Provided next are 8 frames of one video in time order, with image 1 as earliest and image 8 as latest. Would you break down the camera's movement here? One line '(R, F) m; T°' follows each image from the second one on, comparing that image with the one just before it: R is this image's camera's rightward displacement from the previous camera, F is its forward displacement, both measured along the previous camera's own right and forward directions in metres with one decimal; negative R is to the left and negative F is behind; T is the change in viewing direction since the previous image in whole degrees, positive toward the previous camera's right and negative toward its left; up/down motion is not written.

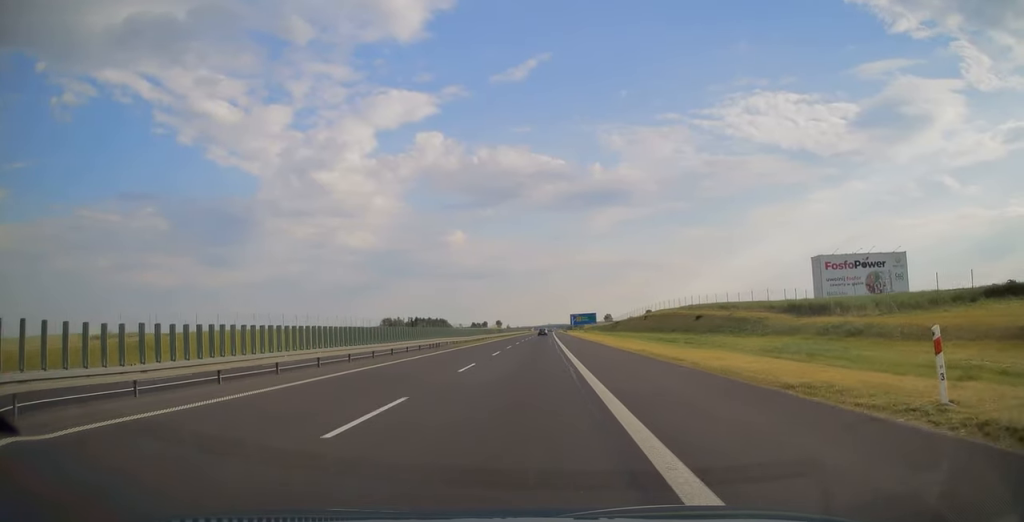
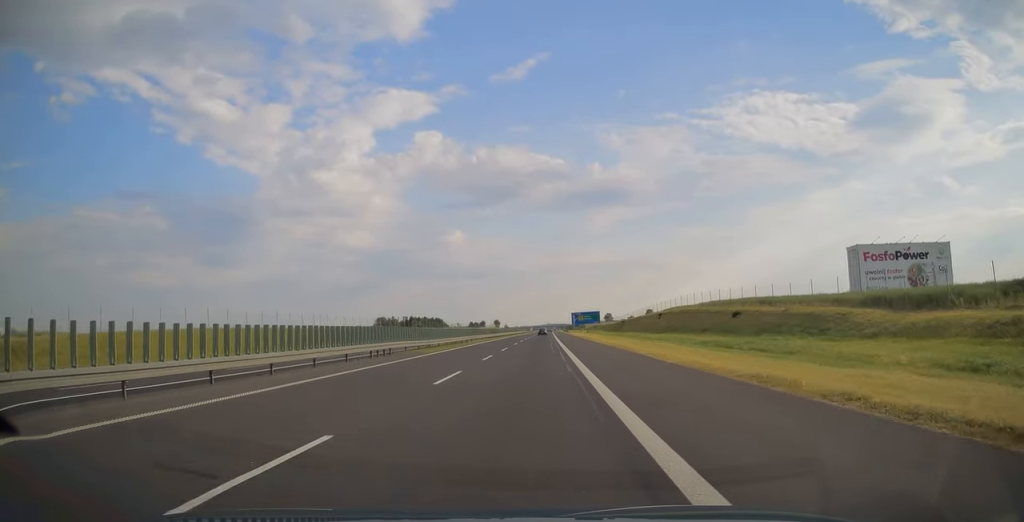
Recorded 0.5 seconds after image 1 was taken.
(0.0, +16.4) m; 0°
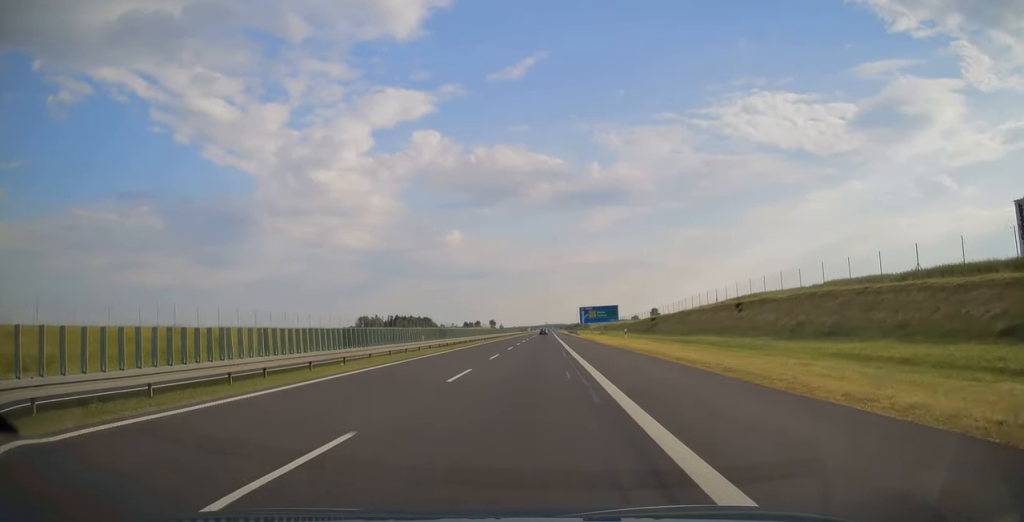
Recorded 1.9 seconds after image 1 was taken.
(+0.1, +47.0) m; 0°
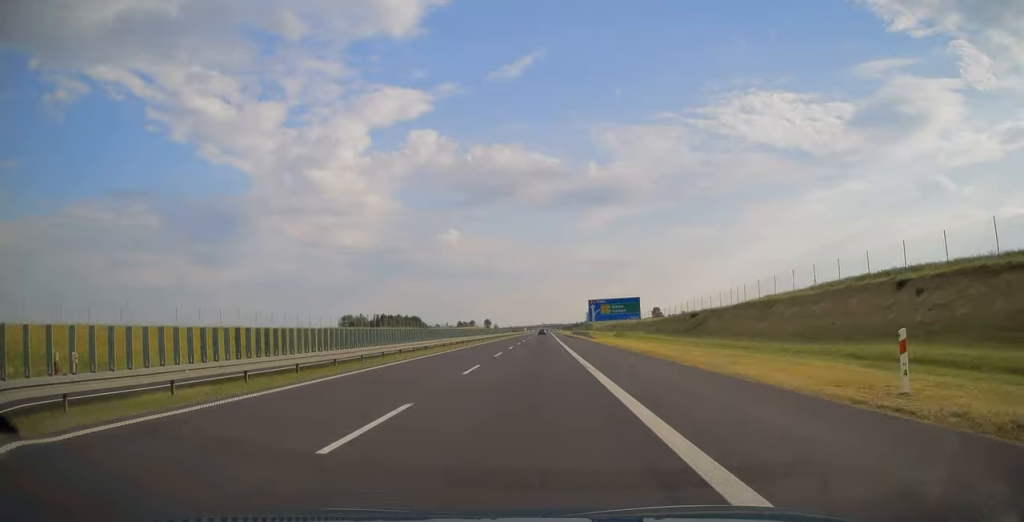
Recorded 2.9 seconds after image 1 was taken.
(+0.1, +33.3) m; 0°
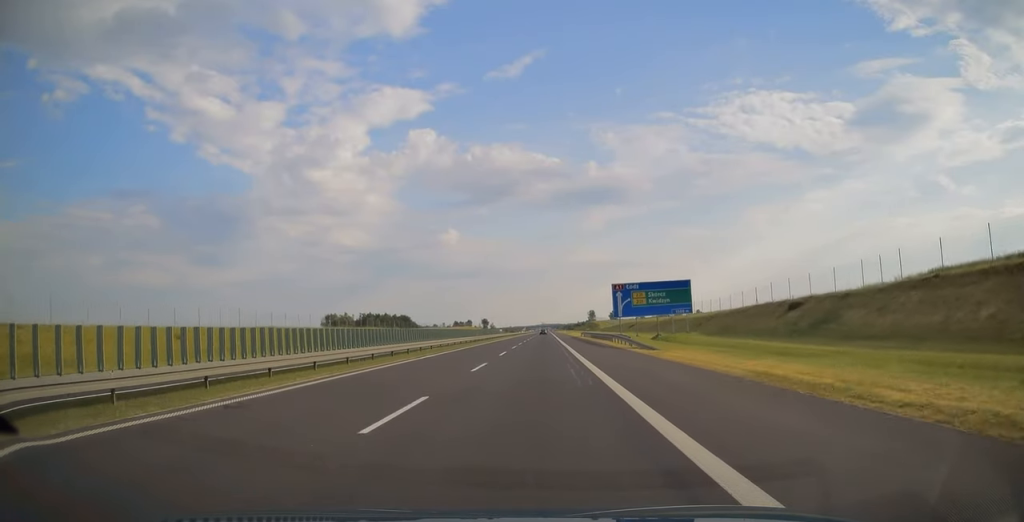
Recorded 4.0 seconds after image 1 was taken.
(0.0, +34.5) m; 0°
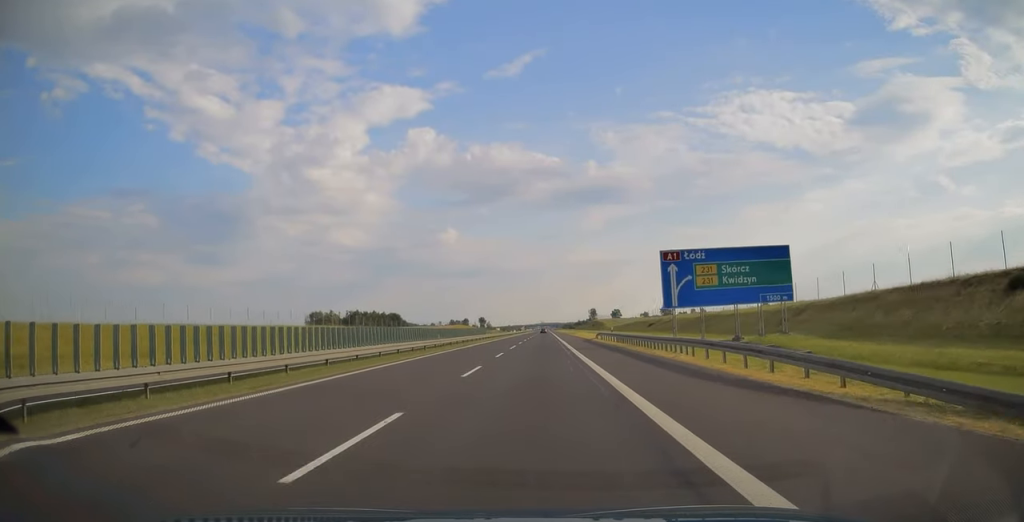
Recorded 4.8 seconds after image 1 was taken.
(0.0, +26.9) m; 0°
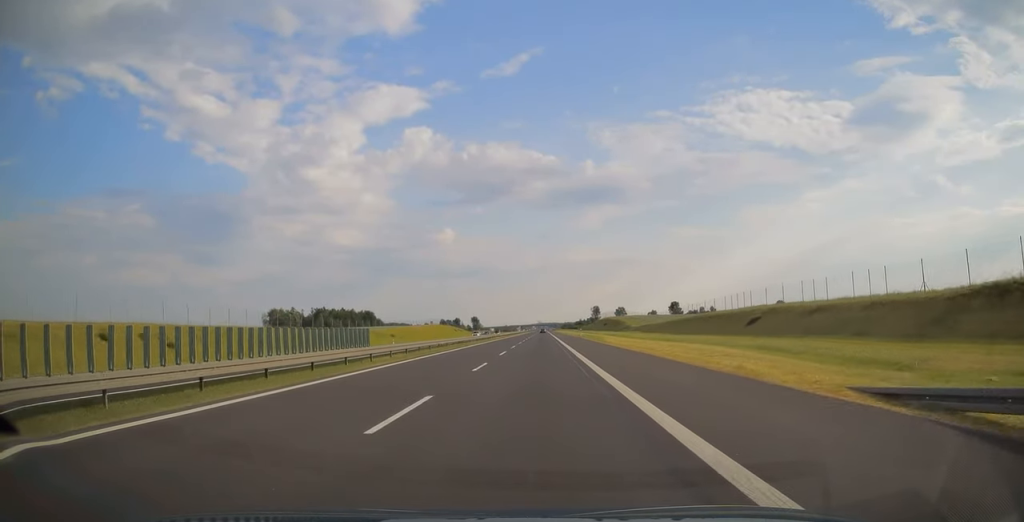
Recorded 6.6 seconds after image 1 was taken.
(+0.1, +57.4) m; 0°
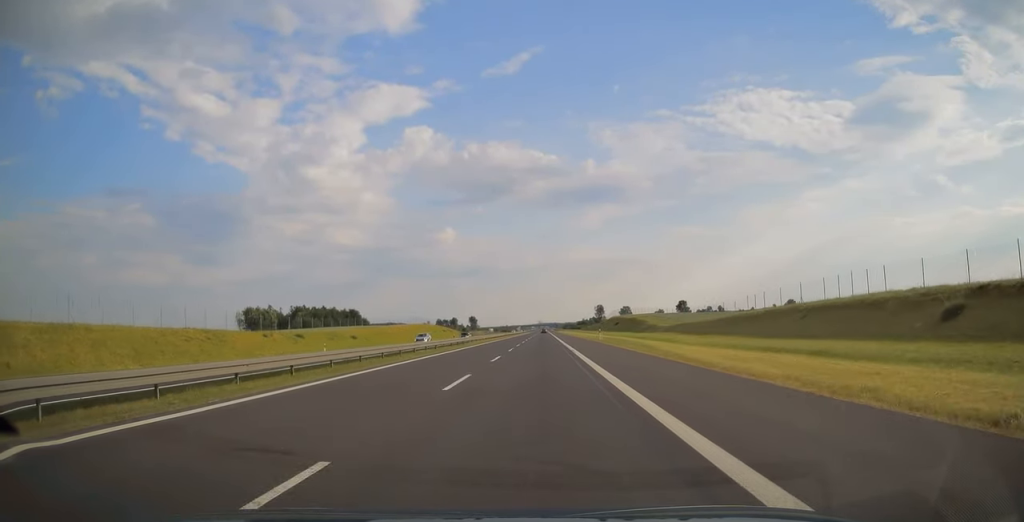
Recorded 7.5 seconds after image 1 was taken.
(0.0, +30.1) m; 0°
